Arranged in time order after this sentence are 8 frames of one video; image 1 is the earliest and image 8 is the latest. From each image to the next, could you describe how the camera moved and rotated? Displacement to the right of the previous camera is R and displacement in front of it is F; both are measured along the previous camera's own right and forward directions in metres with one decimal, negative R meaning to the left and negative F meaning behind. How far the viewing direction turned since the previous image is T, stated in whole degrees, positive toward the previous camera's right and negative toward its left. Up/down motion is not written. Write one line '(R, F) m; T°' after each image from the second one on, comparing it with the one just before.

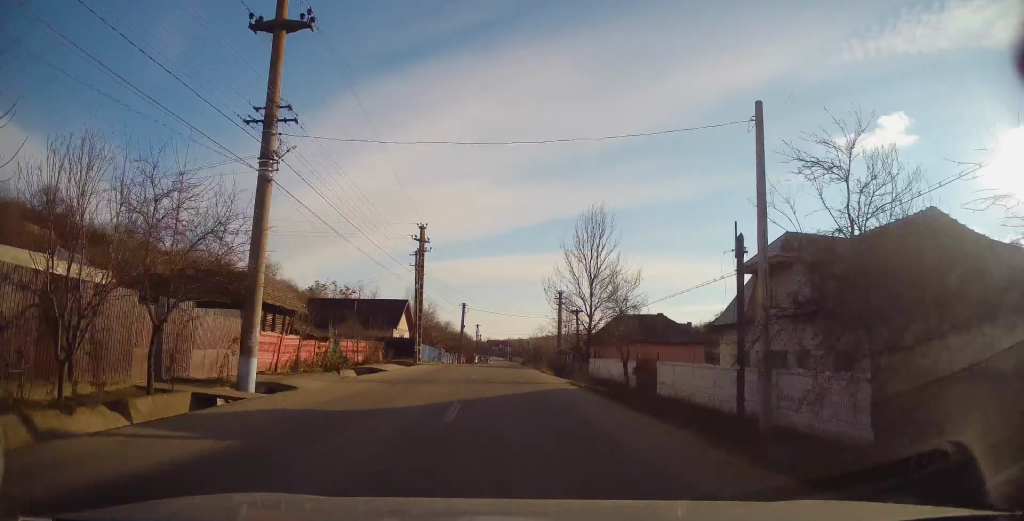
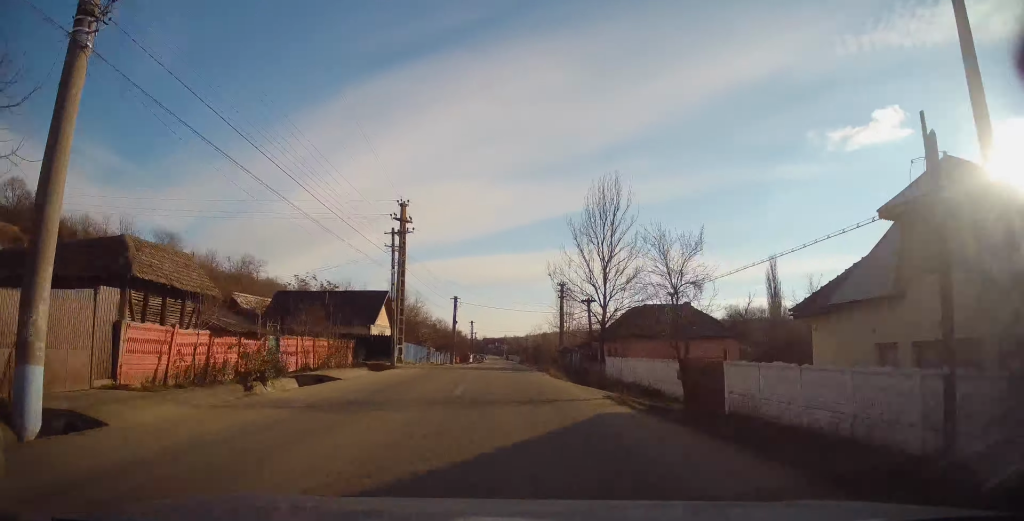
(+0.1, +7.4) m; 0°
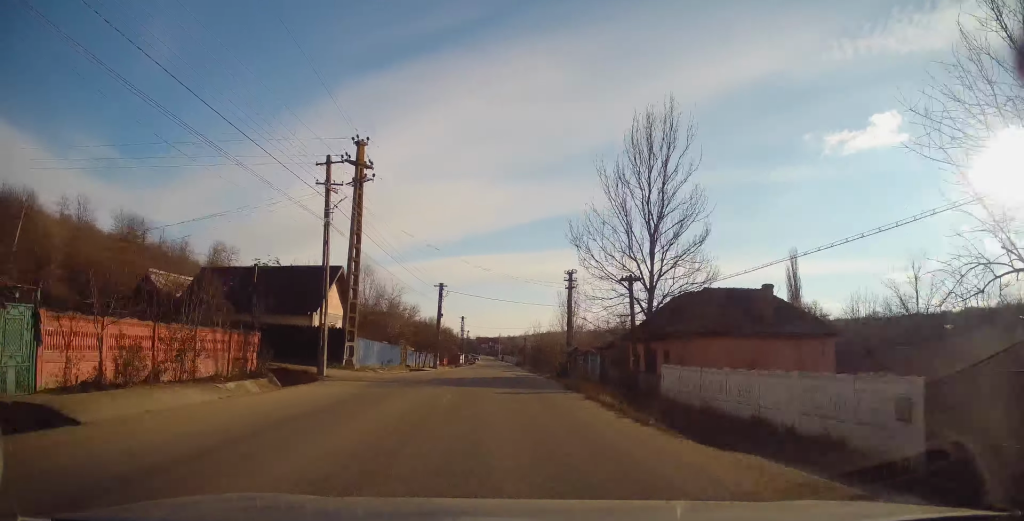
(-0.2, +12.3) m; +1°
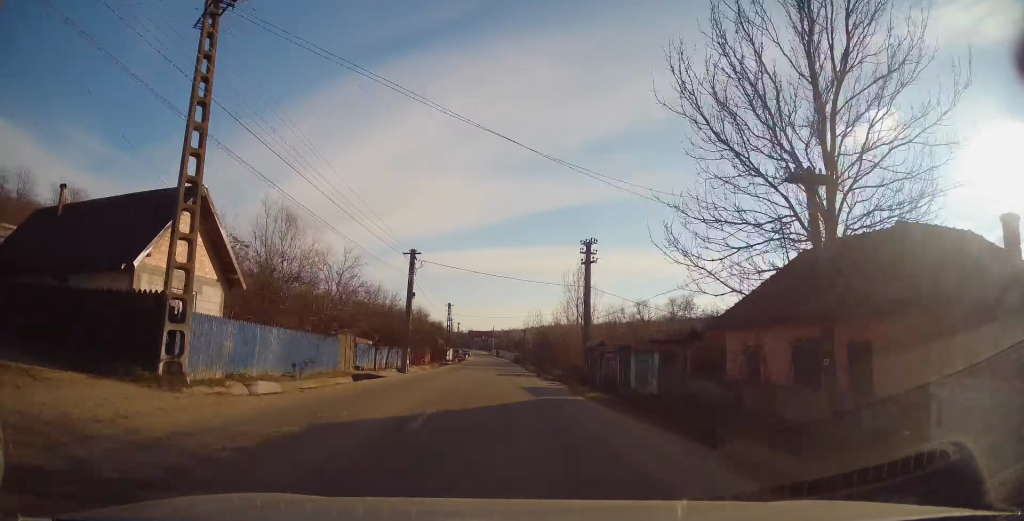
(+0.3, +16.1) m; +1°
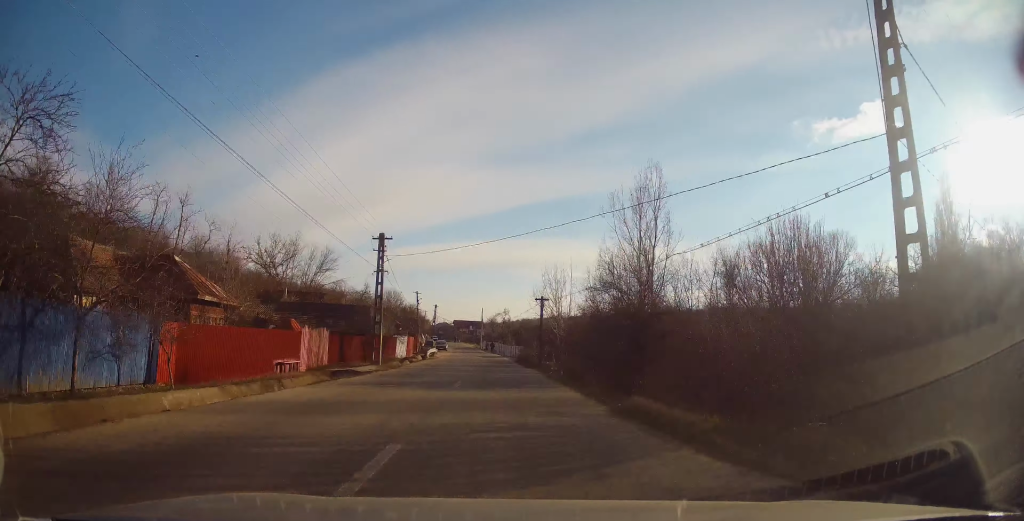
(+0.6, +38.5) m; 0°
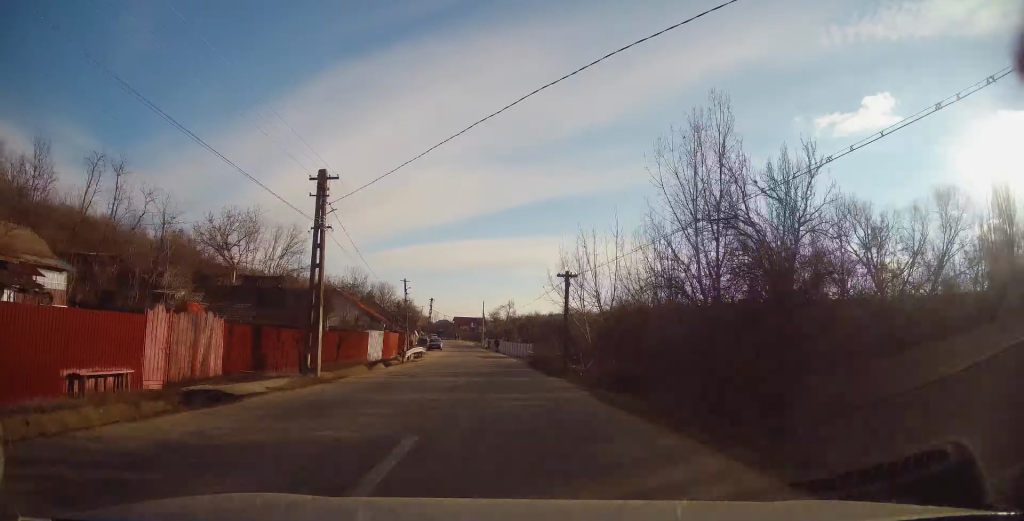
(-0.3, +12.0) m; -1°
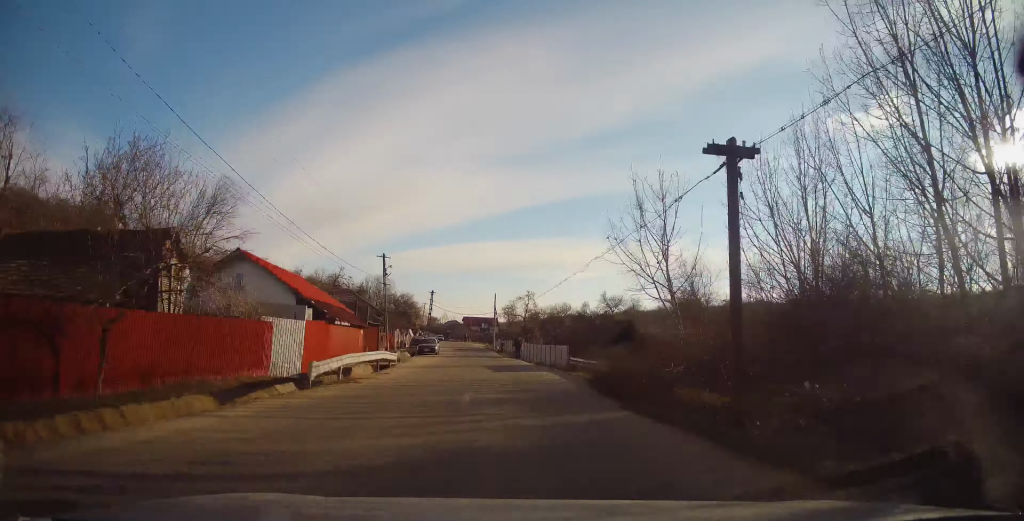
(-0.2, +17.9) m; 0°
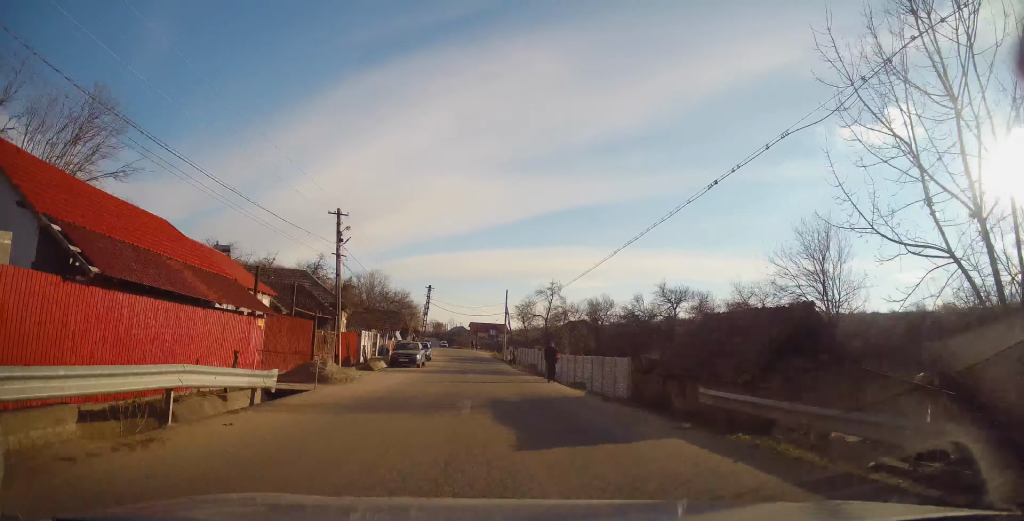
(+0.1, +15.7) m; 0°
